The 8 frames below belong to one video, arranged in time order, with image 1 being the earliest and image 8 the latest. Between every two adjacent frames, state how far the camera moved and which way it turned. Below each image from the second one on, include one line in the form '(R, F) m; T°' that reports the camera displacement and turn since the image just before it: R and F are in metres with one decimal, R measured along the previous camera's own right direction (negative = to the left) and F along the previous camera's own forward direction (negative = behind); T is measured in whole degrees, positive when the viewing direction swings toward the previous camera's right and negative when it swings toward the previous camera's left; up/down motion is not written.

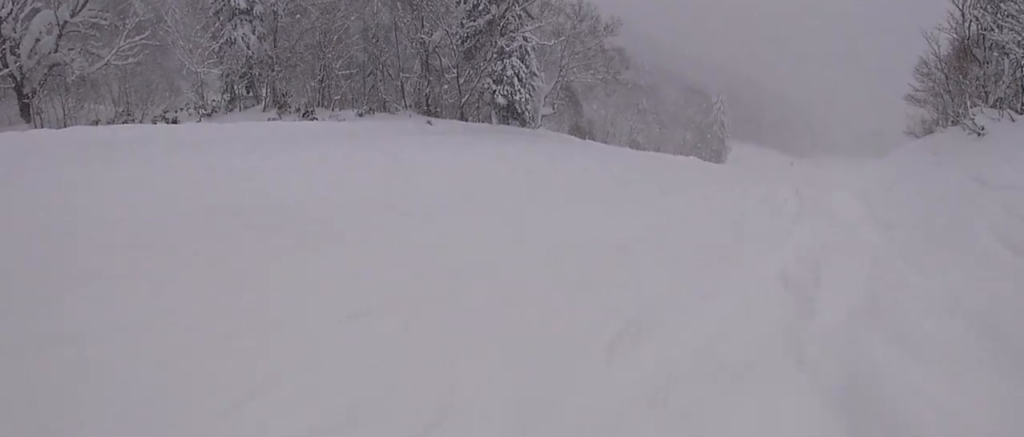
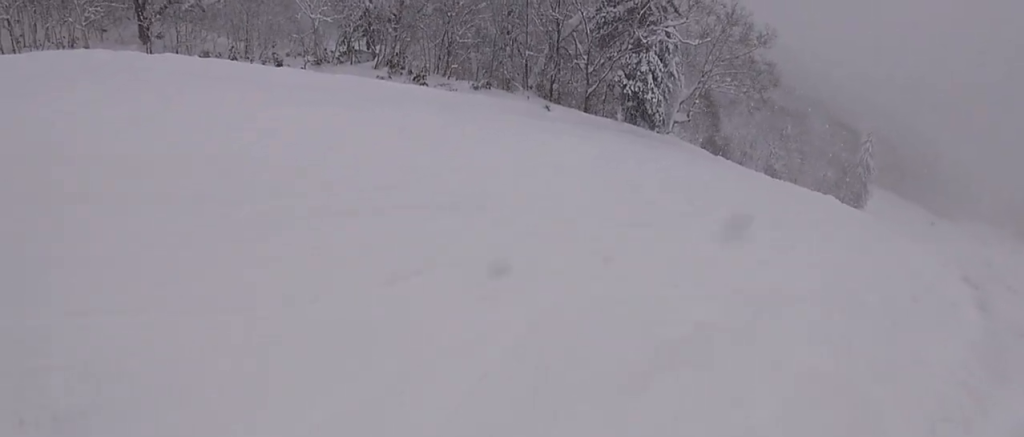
(-0.8, +4.0) m; +4°
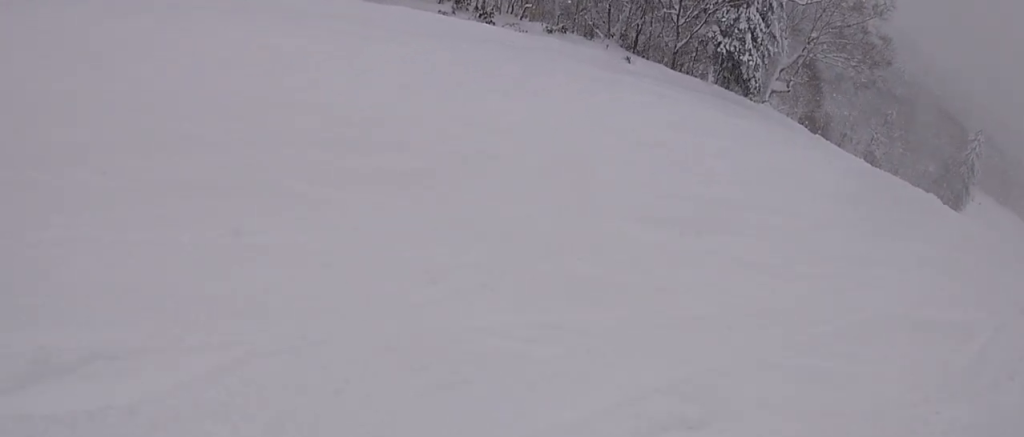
(+1.1, +3.6) m; -7°
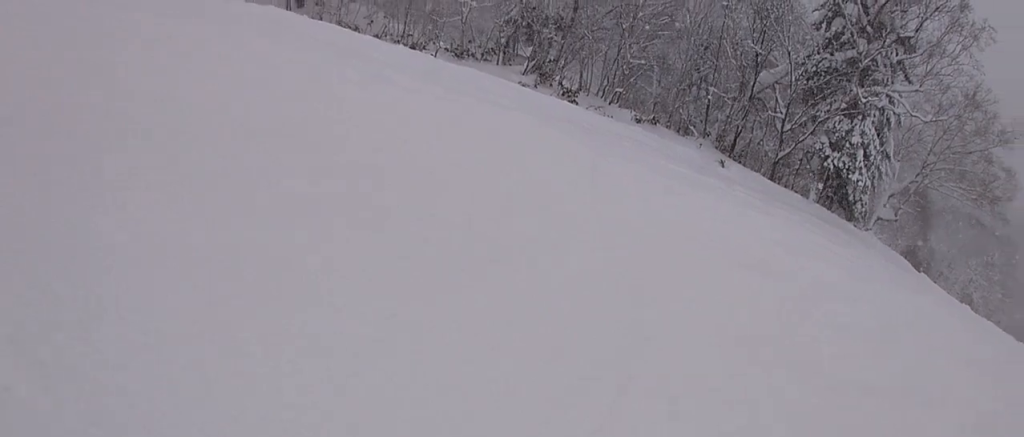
(-1.5, +3.7) m; -19°
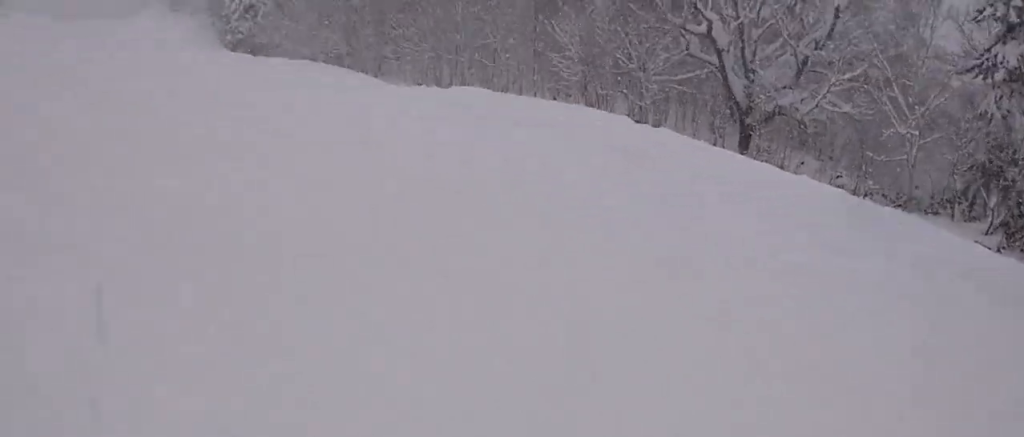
(-0.2, +5.6) m; -2°
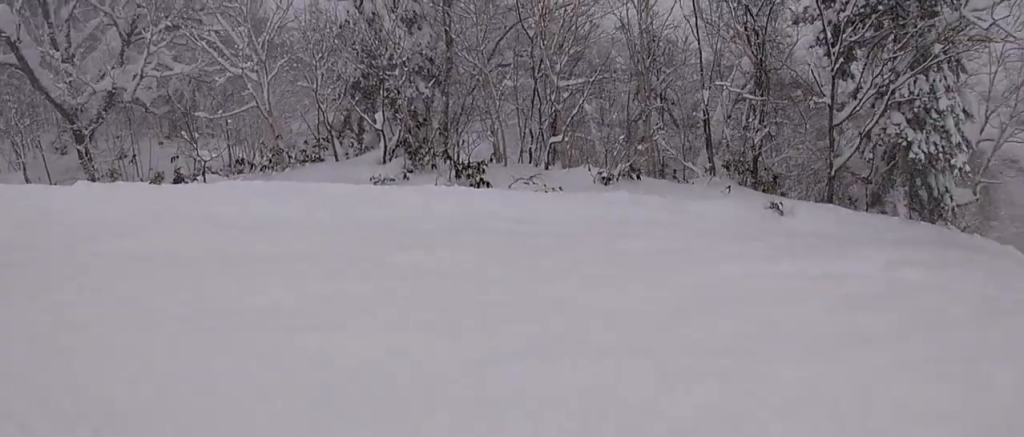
(0.0, +8.0) m; +2°
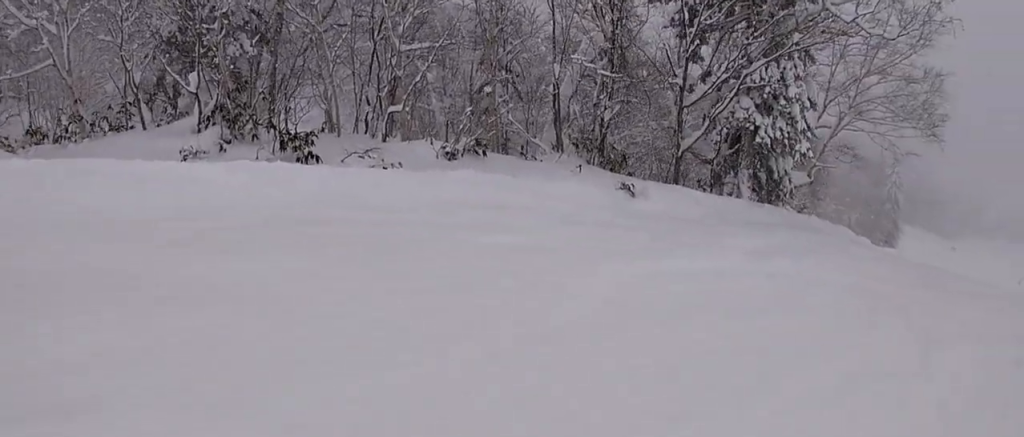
(0.0, +1.7) m; +11°
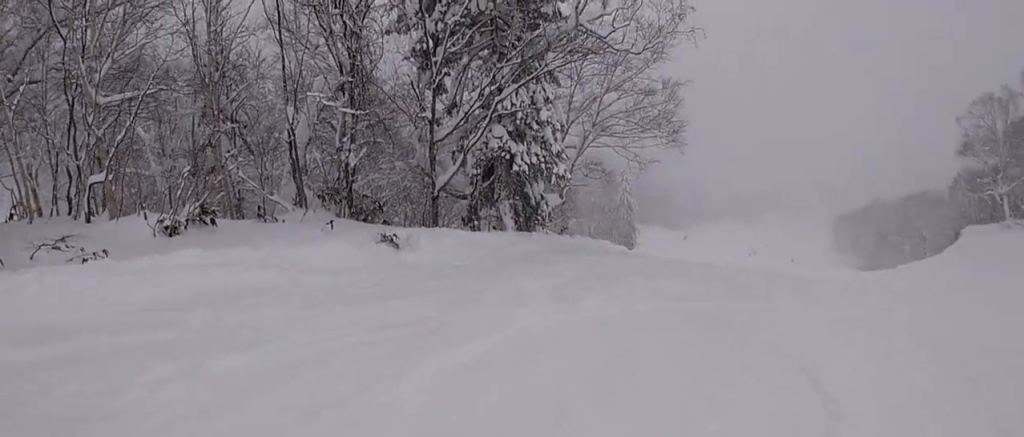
(-0.3, +2.6) m; +40°
